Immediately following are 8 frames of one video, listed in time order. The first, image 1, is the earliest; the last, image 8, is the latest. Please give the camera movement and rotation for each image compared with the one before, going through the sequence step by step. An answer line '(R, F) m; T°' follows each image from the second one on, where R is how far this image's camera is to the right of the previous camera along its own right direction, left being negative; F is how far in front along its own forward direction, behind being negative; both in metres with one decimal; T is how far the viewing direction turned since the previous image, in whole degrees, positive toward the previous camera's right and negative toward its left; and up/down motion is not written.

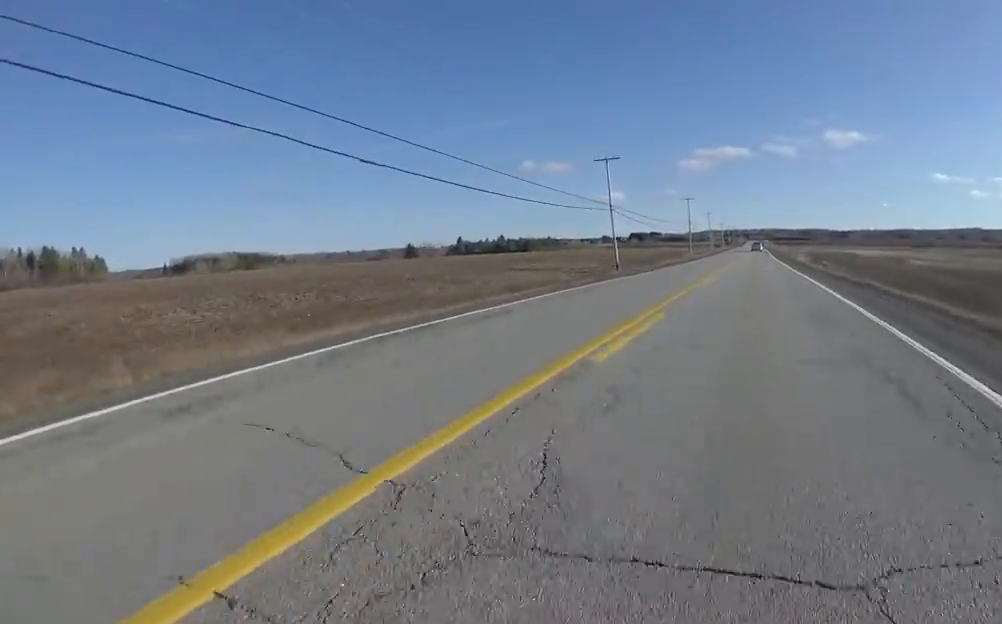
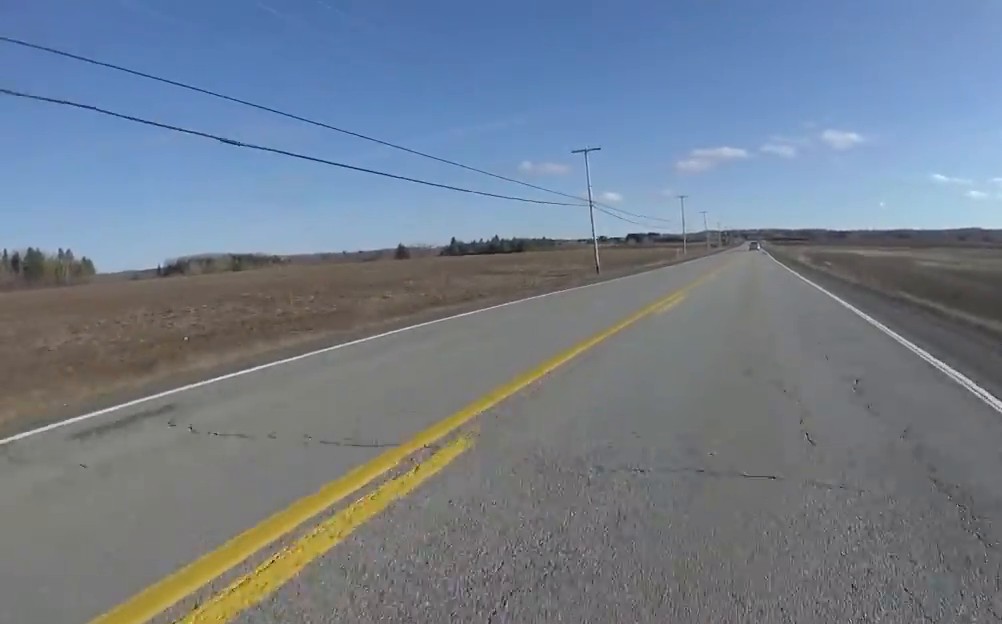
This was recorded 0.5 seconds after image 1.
(-0.1, +5.7) m; 0°
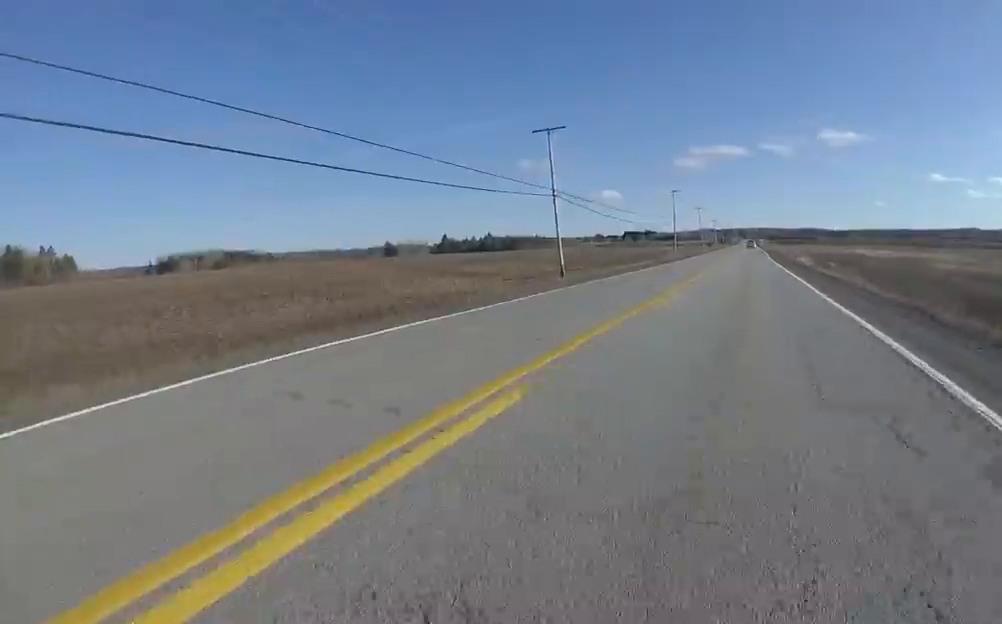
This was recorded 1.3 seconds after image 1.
(-0.1, +7.9) m; 0°
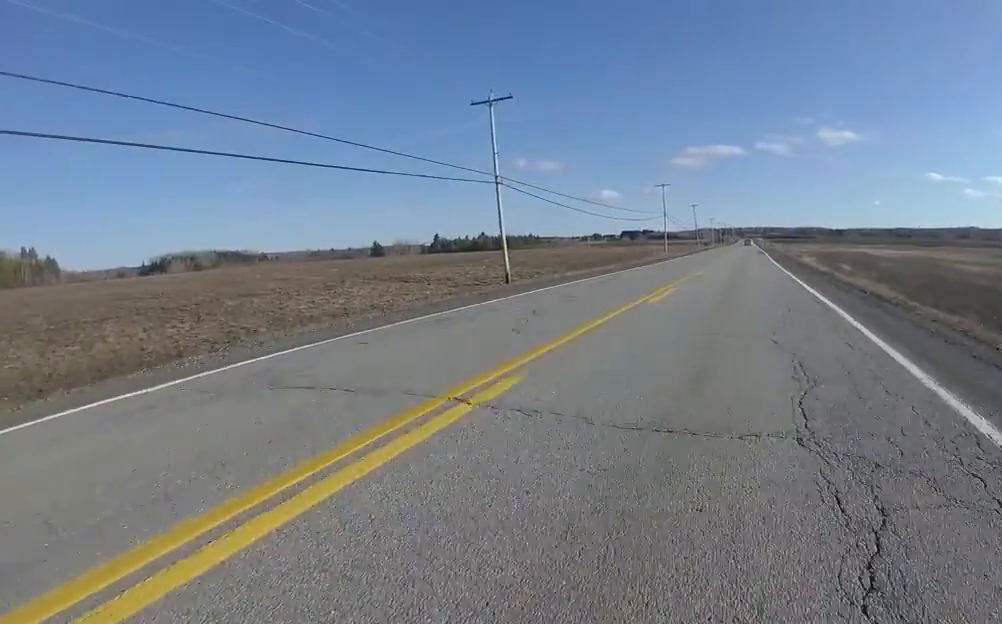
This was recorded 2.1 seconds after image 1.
(+0.2, +8.7) m; +1°
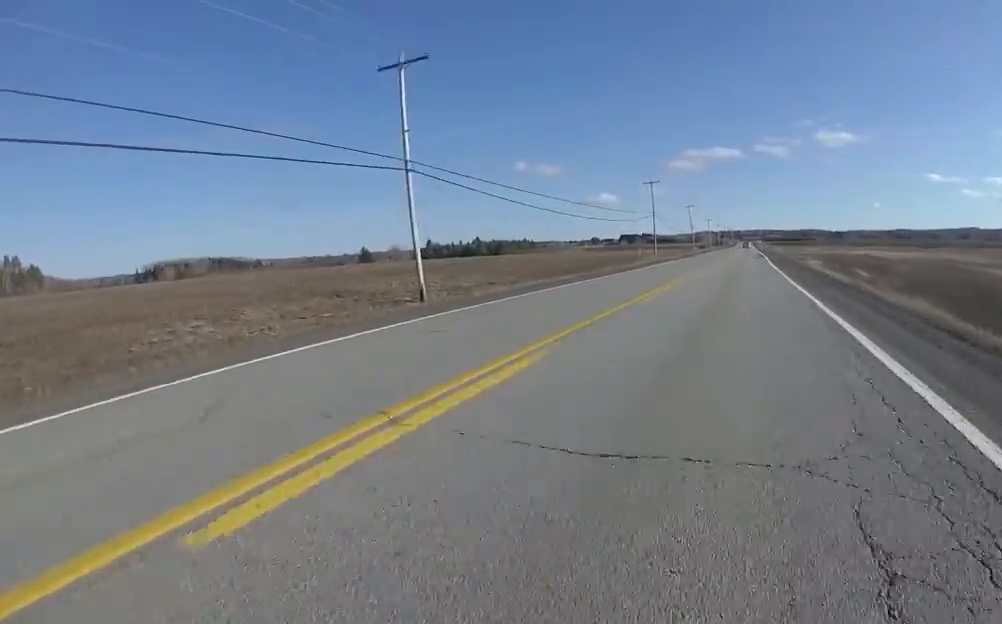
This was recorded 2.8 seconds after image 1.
(-0.1, +8.2) m; -1°
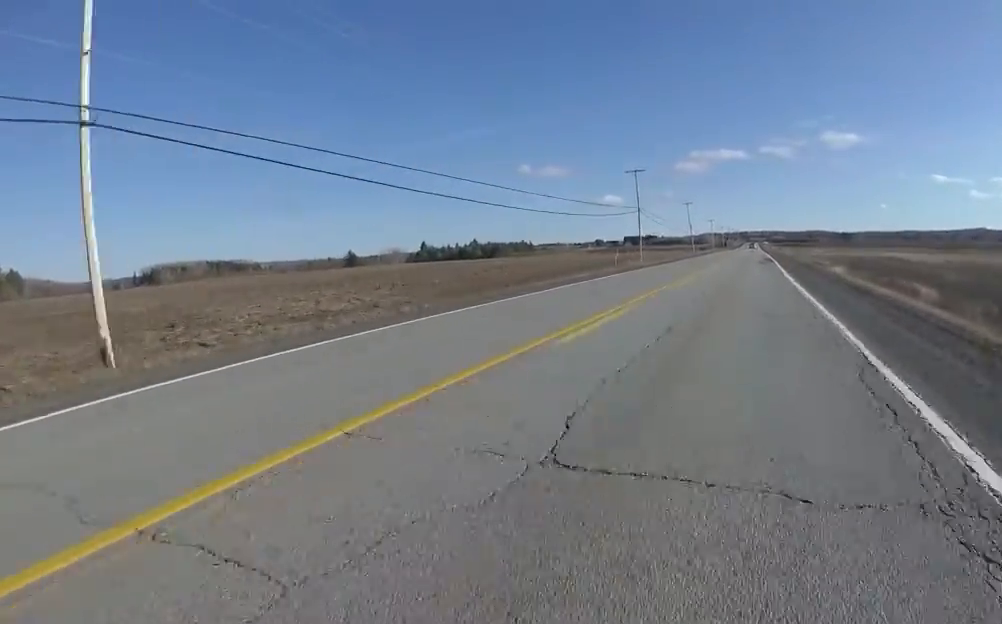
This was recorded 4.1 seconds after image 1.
(-0.1, +13.5) m; -1°
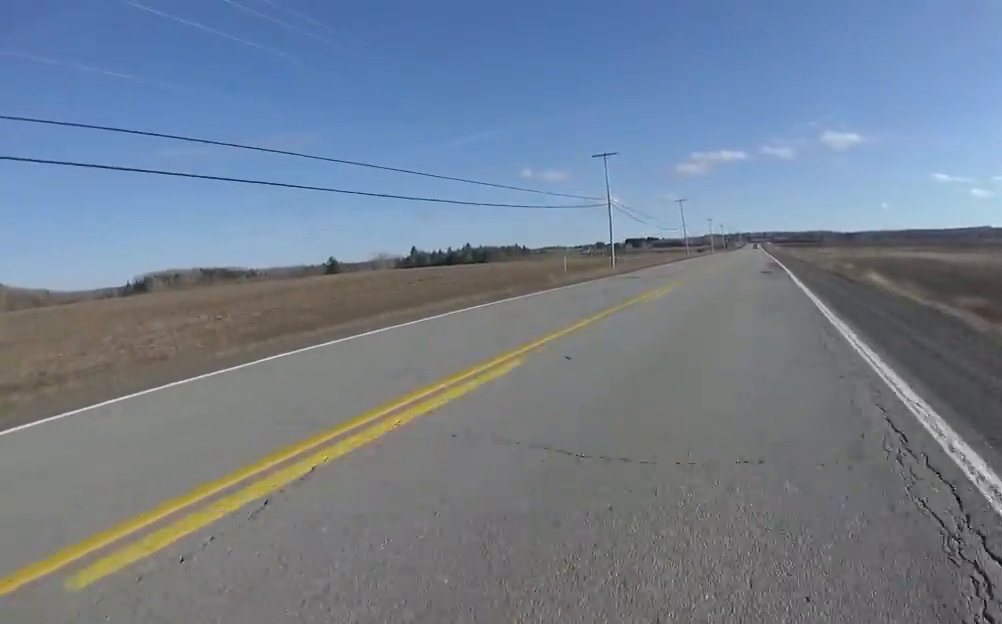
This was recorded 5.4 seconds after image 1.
(-0.4, +13.5) m; -2°
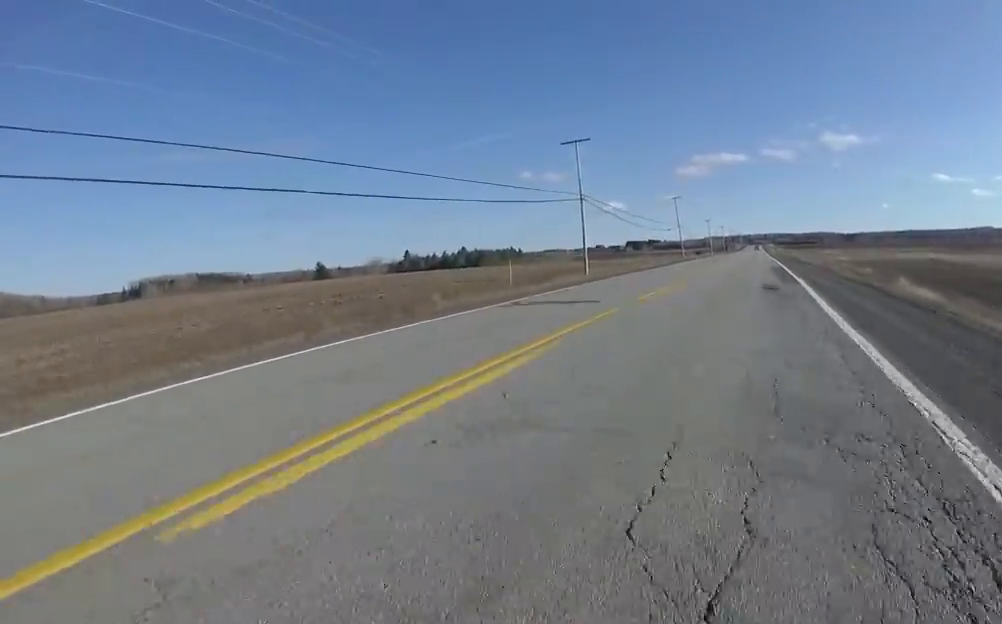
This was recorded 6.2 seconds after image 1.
(-0.2, +8.7) m; 0°
